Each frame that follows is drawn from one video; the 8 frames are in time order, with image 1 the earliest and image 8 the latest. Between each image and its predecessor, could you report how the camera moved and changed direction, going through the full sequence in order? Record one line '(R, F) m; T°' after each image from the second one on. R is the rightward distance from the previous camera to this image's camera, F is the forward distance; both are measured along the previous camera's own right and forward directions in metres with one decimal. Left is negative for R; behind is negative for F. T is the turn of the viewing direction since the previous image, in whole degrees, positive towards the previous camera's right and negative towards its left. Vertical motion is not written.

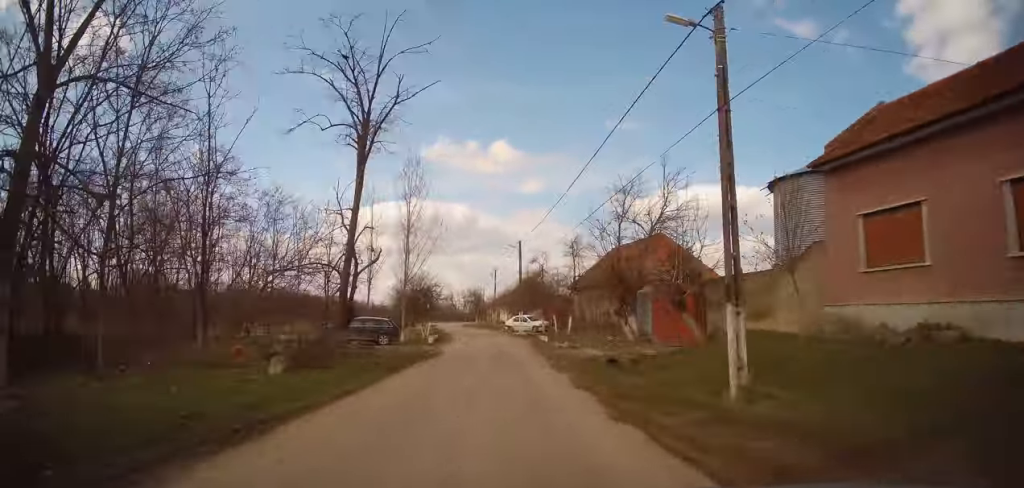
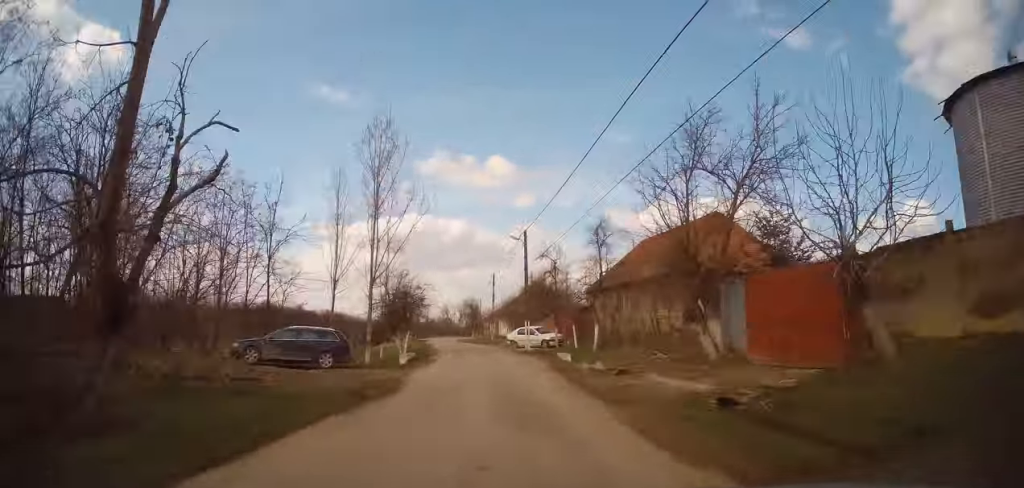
(+0.1, +10.3) m; 0°
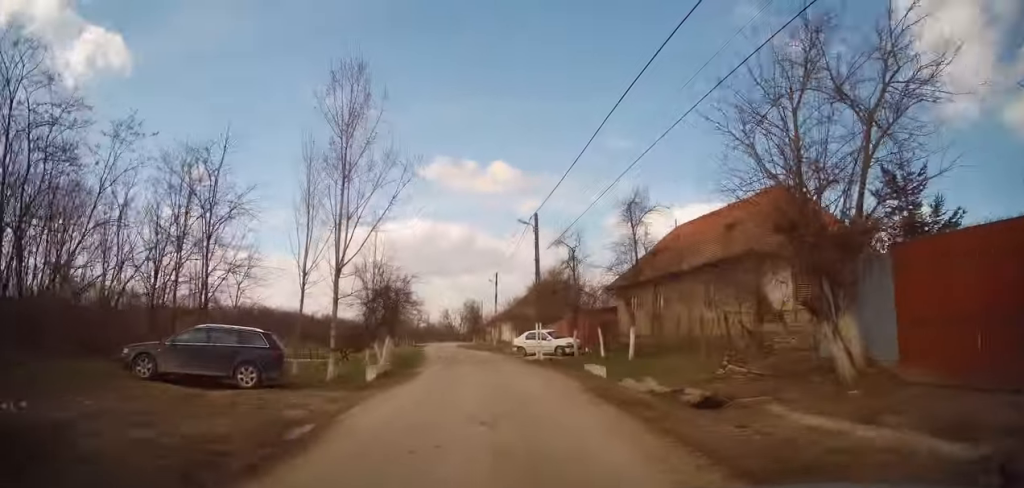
(0.0, +6.7) m; -1°
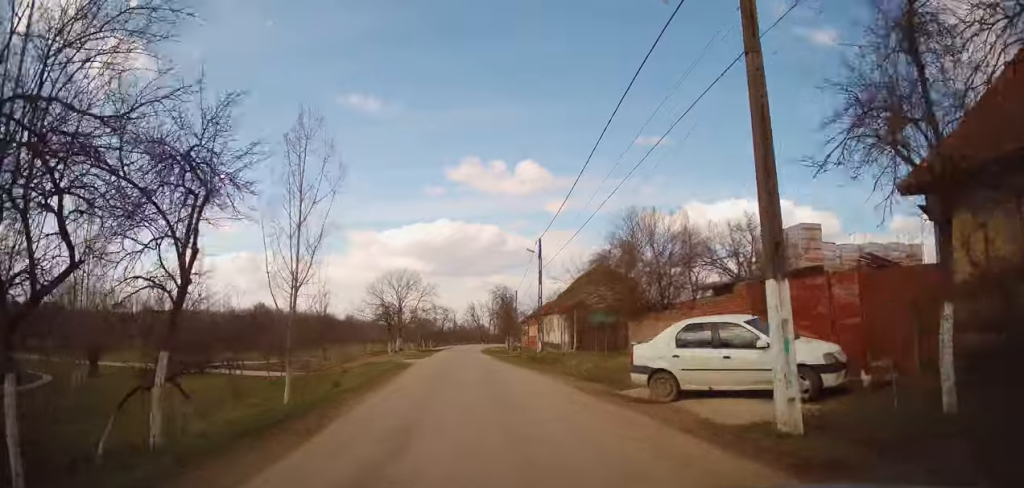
(-0.5, +21.9) m; -3°
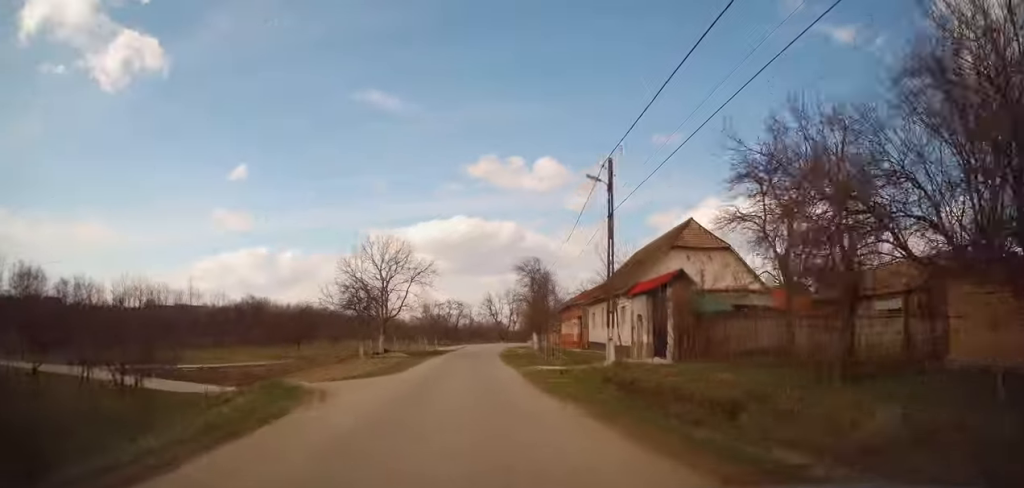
(-0.1, +17.4) m; -1°
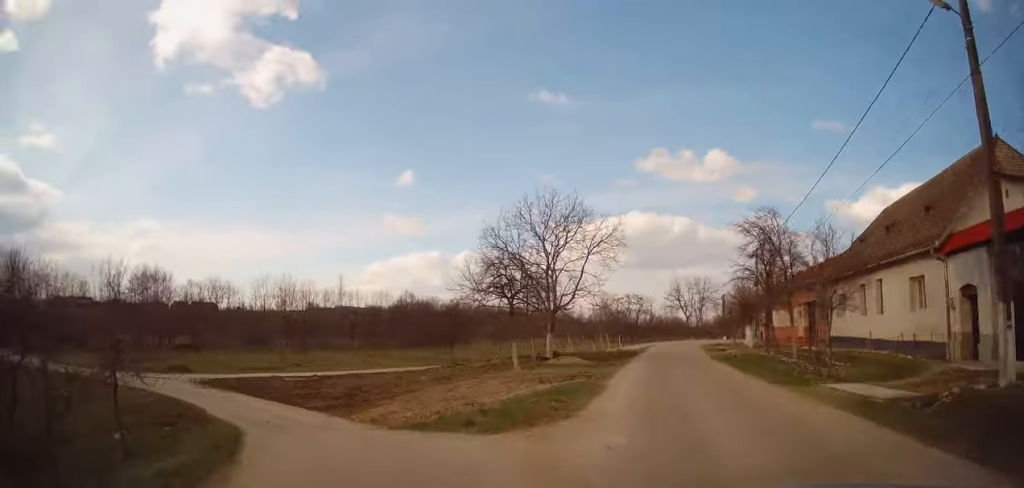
(-1.3, +14.5) m; -17°
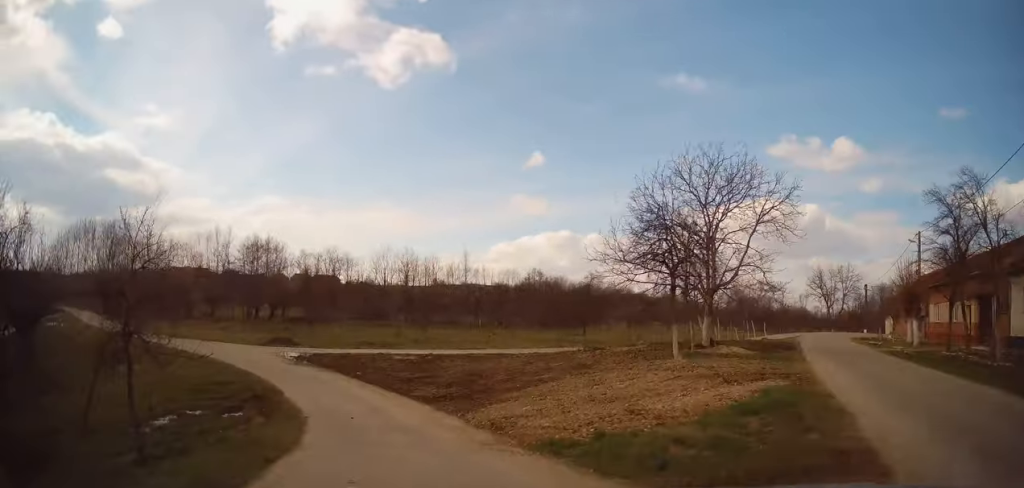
(-0.8, +6.4) m; -14°
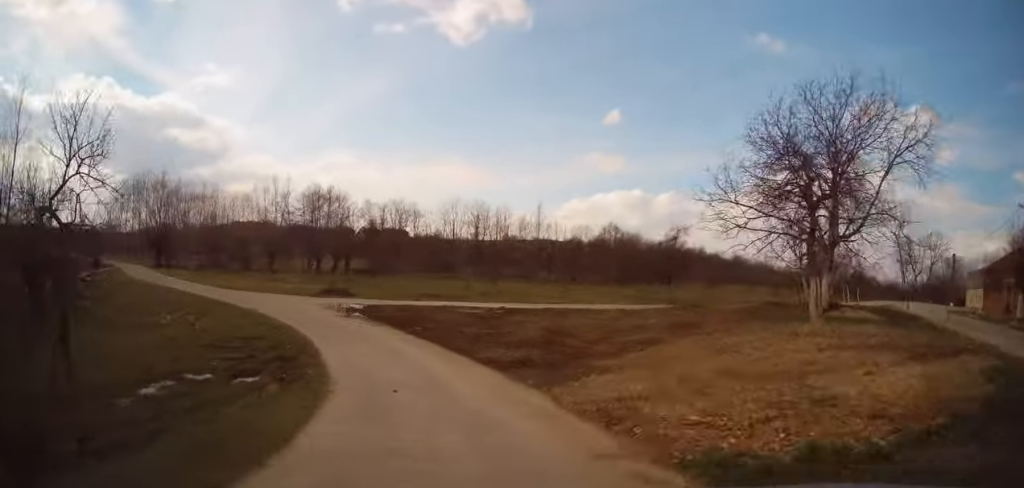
(-0.6, +4.7) m; -8°
